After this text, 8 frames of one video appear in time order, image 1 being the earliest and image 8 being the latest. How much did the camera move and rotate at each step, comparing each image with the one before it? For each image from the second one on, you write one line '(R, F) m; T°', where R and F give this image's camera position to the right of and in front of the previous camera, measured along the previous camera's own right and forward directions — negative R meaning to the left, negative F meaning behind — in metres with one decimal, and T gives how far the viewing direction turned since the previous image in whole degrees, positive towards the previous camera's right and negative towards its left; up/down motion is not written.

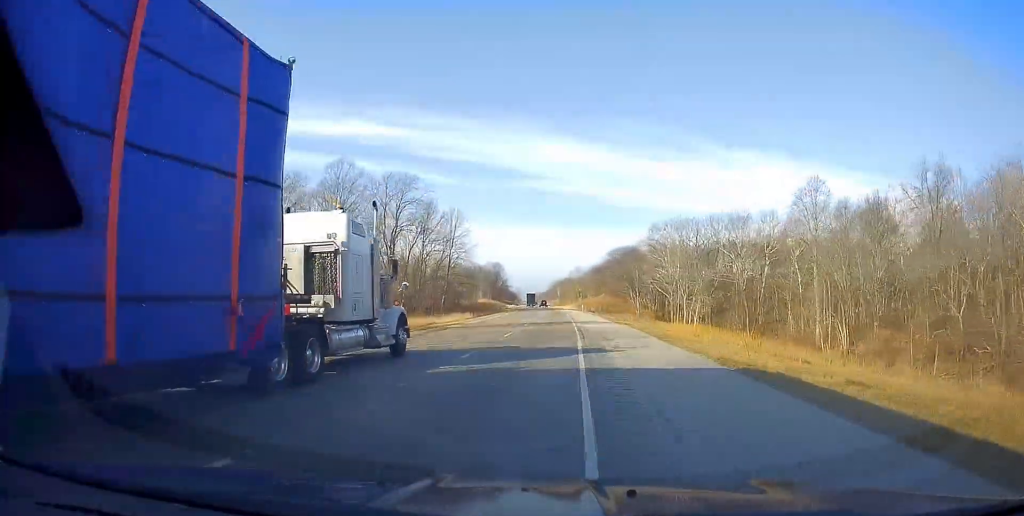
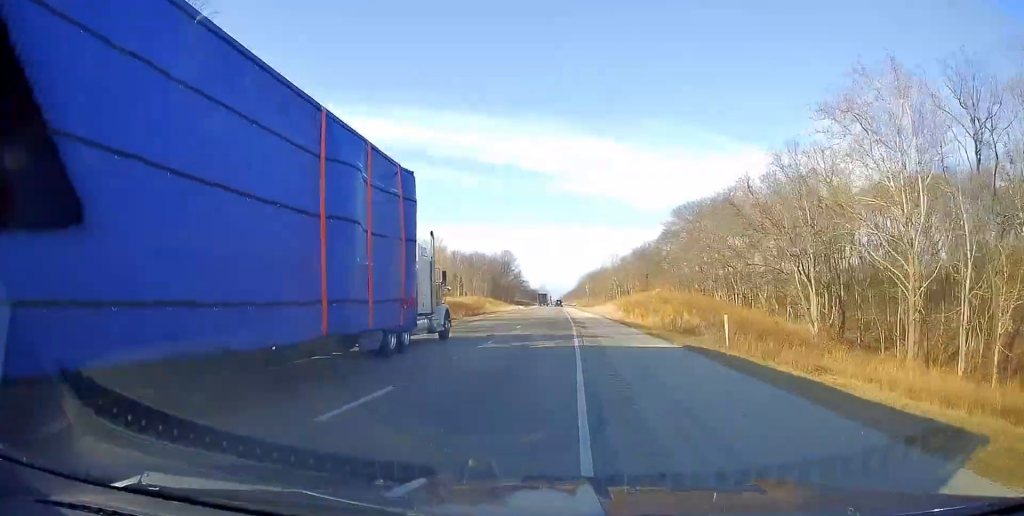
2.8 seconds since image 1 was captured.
(-2.2, +92.5) m; -3°
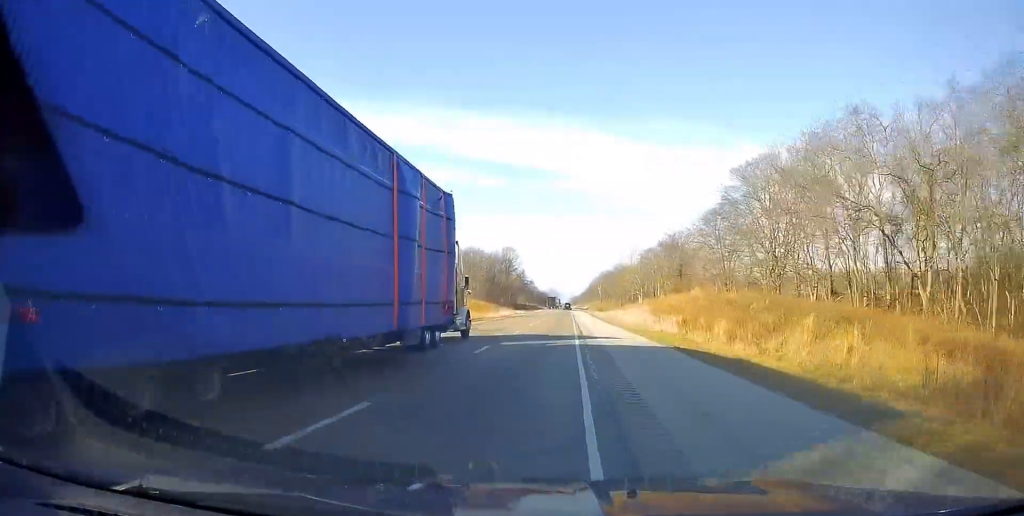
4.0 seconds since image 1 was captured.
(-0.5, +38.1) m; -1°
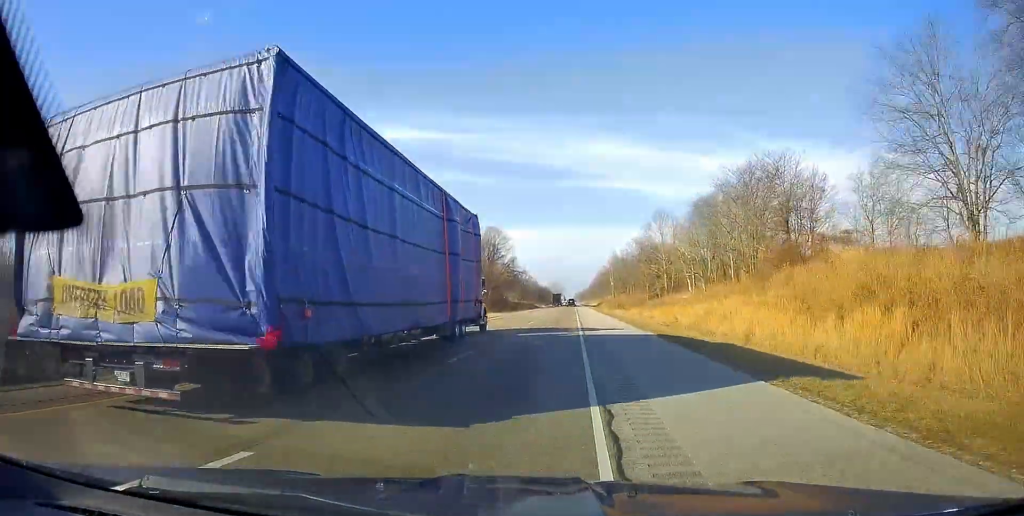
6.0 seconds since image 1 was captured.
(-1.0, +64.3) m; -1°
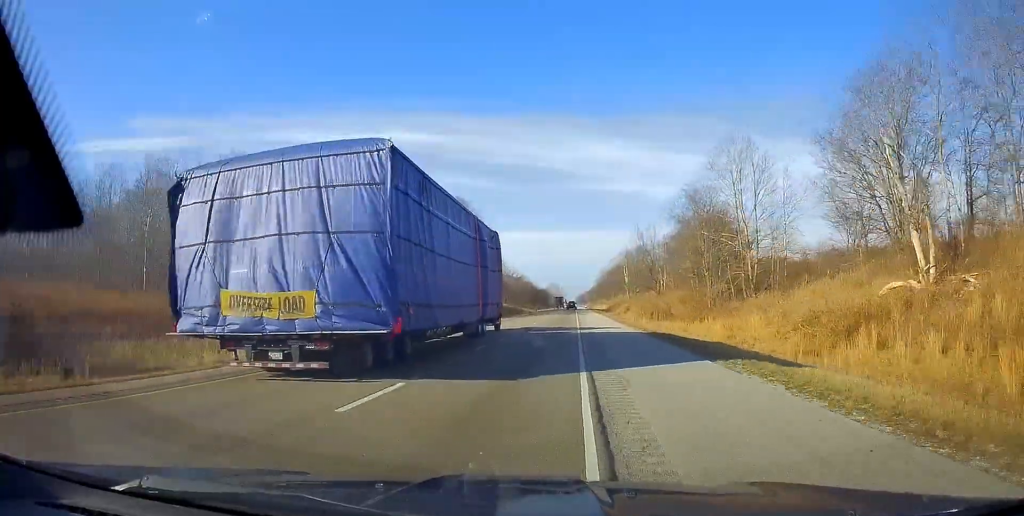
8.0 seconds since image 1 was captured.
(-0.2, +67.6) m; 0°
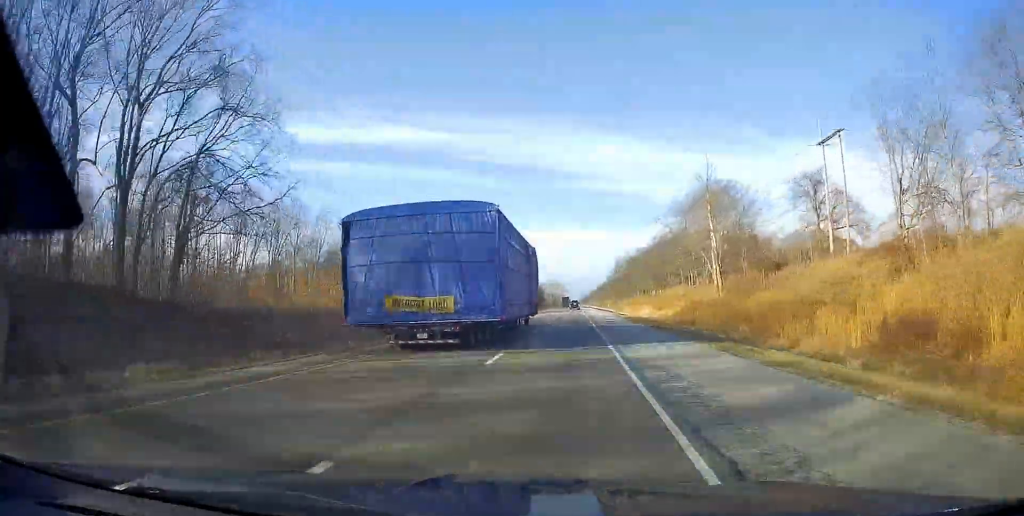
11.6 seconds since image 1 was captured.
(+0.2, +115.5) m; 0°
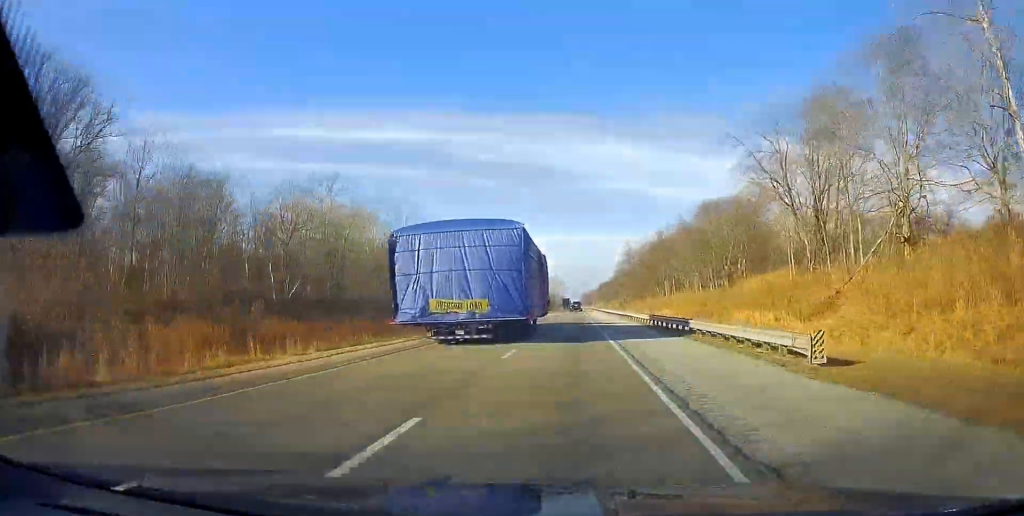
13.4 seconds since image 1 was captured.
(-0.5, +59.1) m; 0°
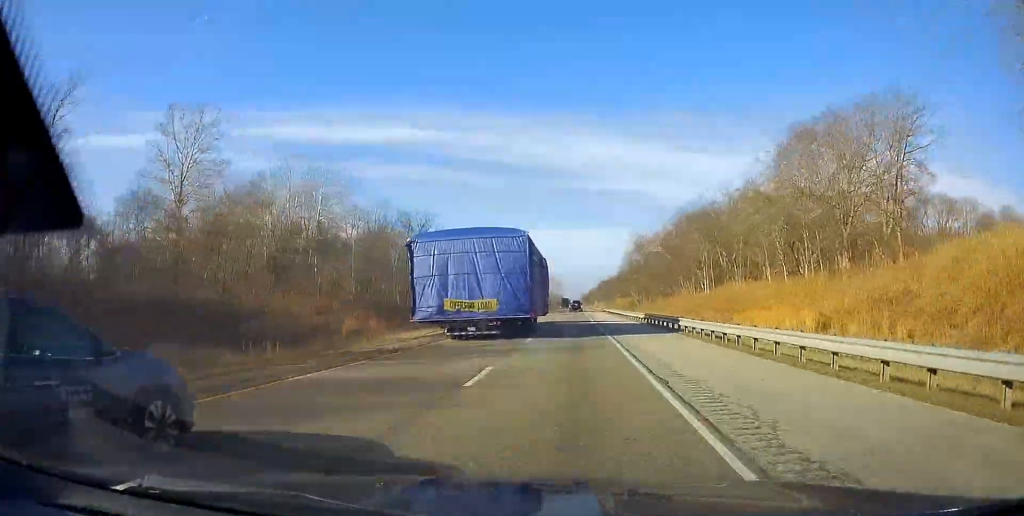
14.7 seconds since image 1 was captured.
(+0.4, +42.9) m; 0°
